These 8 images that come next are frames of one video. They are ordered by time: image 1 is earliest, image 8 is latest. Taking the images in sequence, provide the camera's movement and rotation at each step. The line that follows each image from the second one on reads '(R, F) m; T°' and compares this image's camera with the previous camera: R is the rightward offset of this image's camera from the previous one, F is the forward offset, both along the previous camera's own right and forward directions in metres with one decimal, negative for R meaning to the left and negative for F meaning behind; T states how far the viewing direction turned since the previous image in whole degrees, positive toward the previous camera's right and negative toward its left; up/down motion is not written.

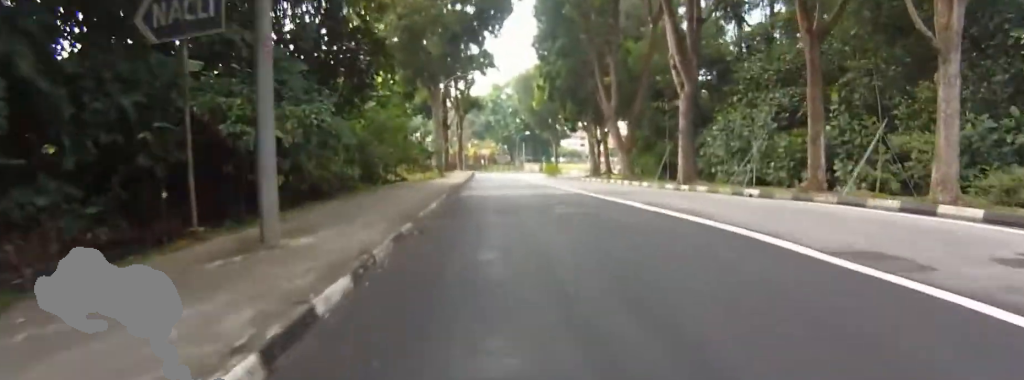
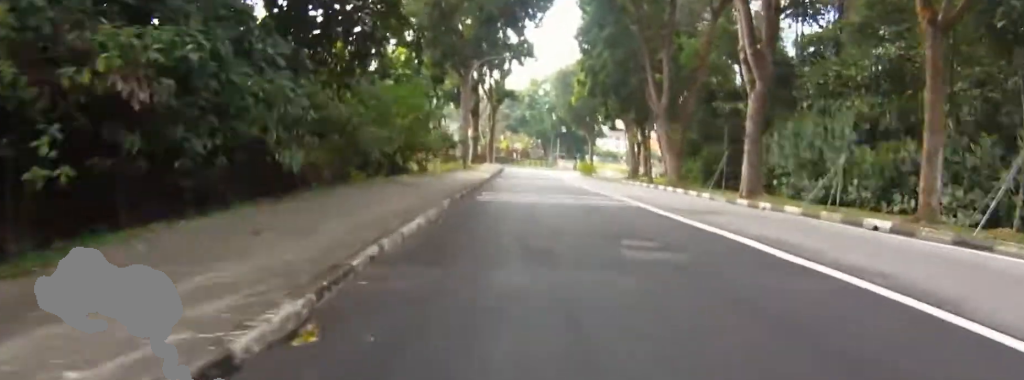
(0.0, +1.8) m; +4°
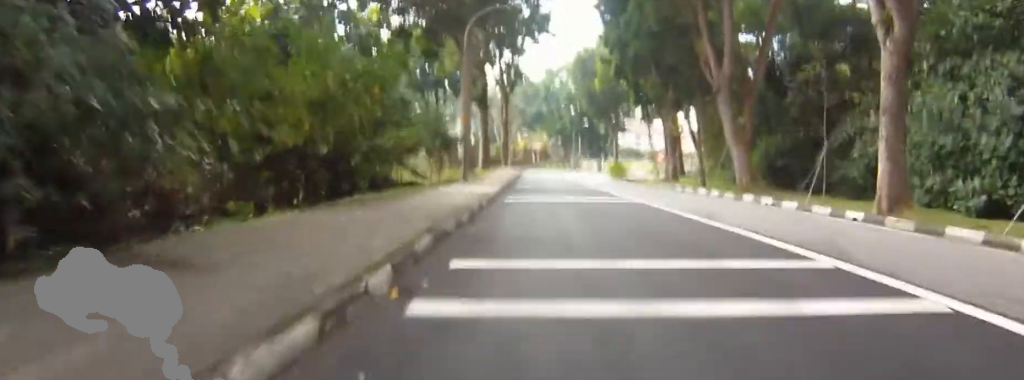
(+0.4, +3.8) m; +16°
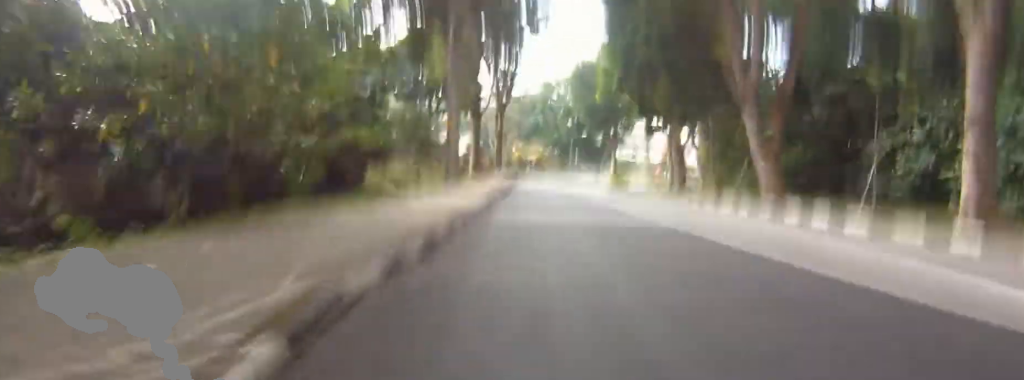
(+0.1, +2.0) m; +7°
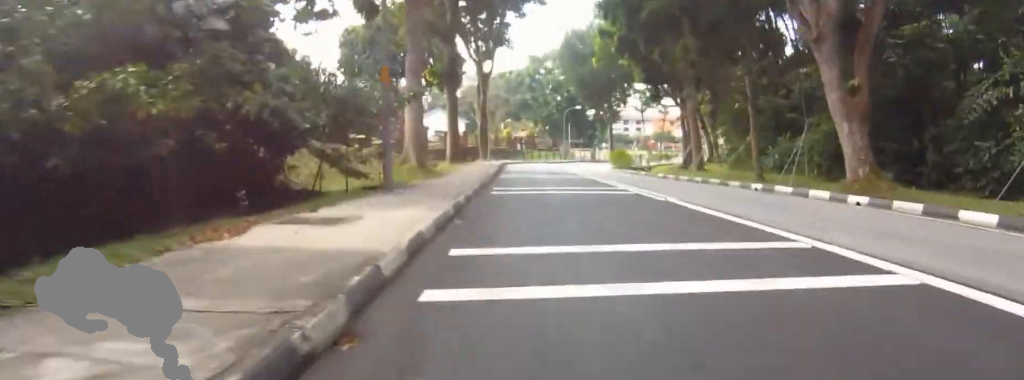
(+0.5, +5.5) m; -4°
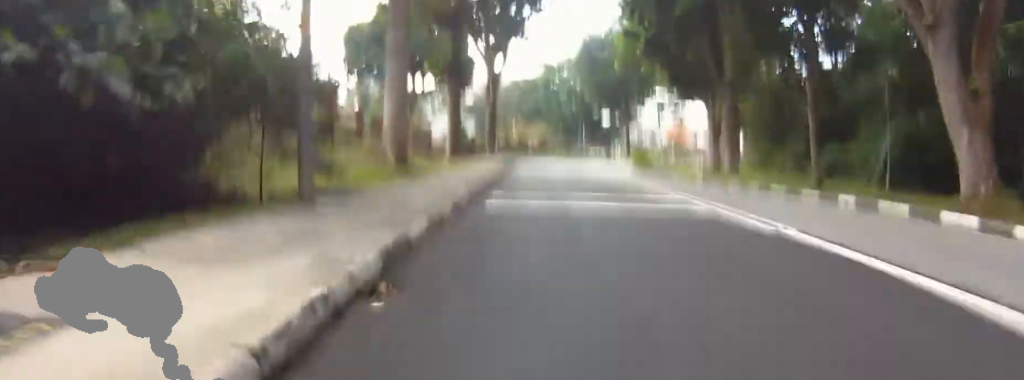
(-0.3, +3.4) m; -7°
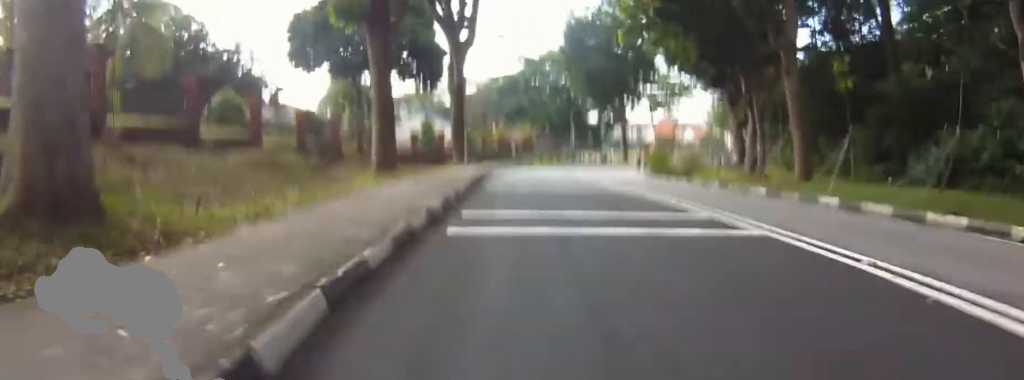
(-1.3, +8.7) m; -9°
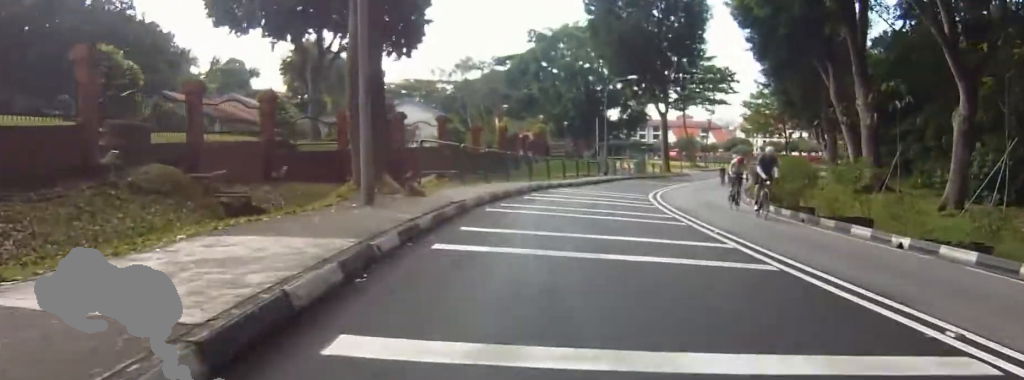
(-2.1, +13.6) m; -17°
